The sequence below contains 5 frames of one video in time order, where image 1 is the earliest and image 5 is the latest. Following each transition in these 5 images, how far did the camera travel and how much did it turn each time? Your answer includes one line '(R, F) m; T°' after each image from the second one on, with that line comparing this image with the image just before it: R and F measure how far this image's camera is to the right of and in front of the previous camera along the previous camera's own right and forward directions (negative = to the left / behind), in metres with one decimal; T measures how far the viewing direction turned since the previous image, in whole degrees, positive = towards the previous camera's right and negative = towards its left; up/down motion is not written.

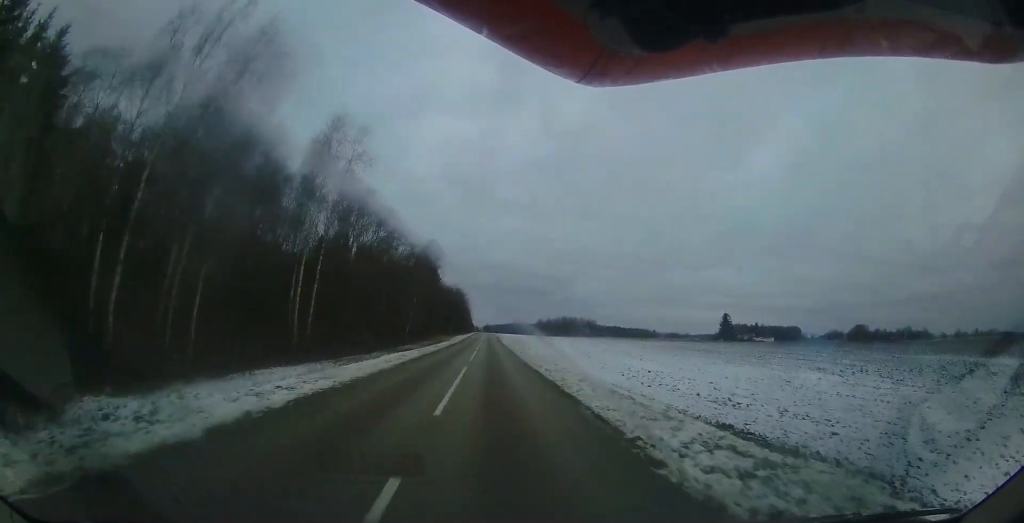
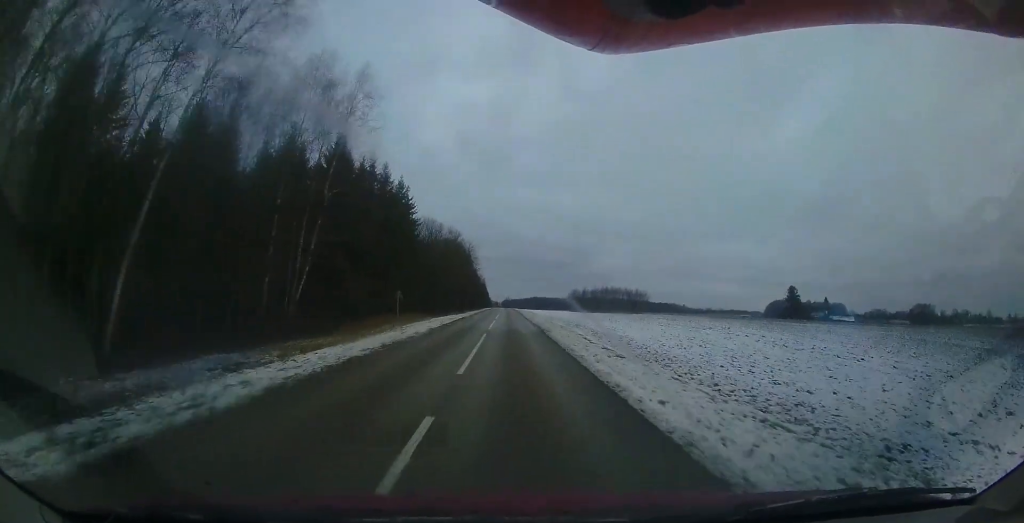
(0.0, +46.7) m; +1°
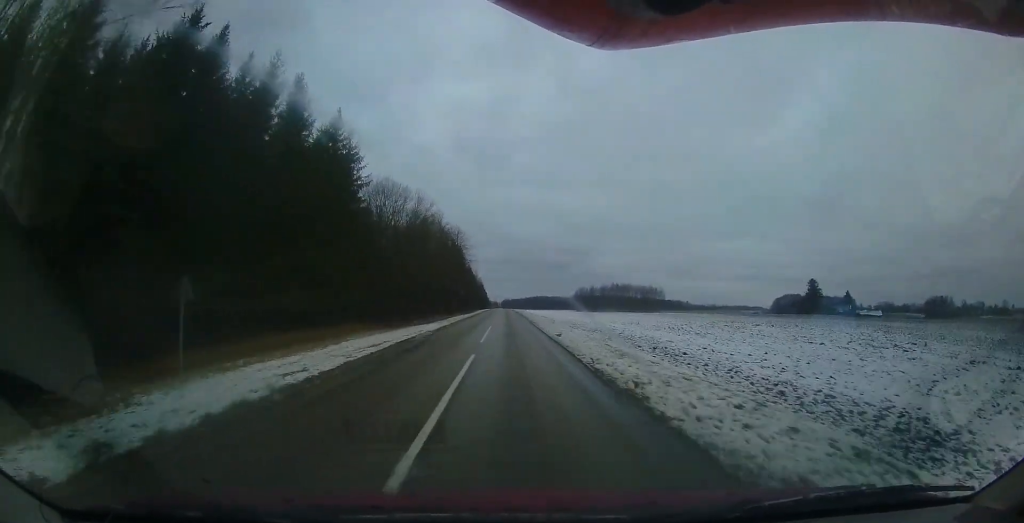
(0.0, +18.2) m; -1°
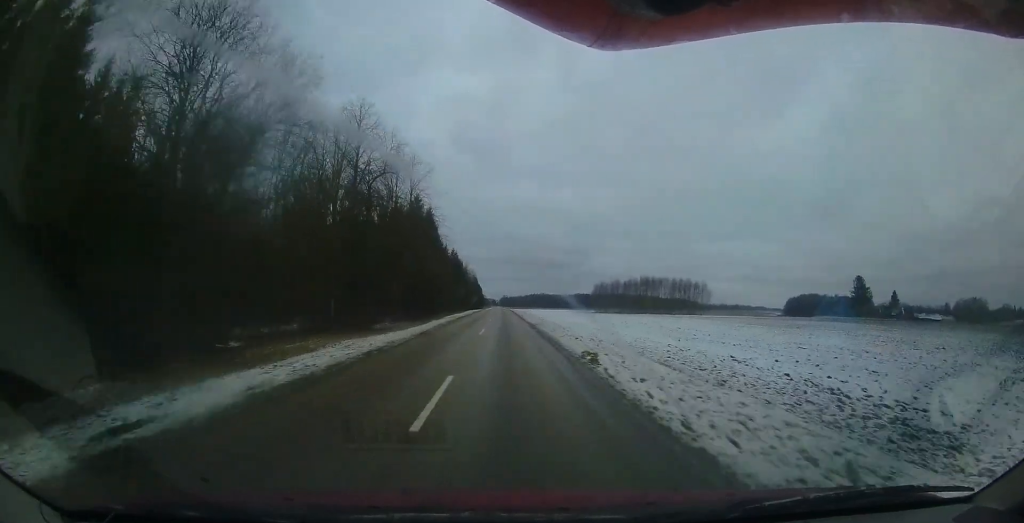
(-1.1, +34.8) m; -2°
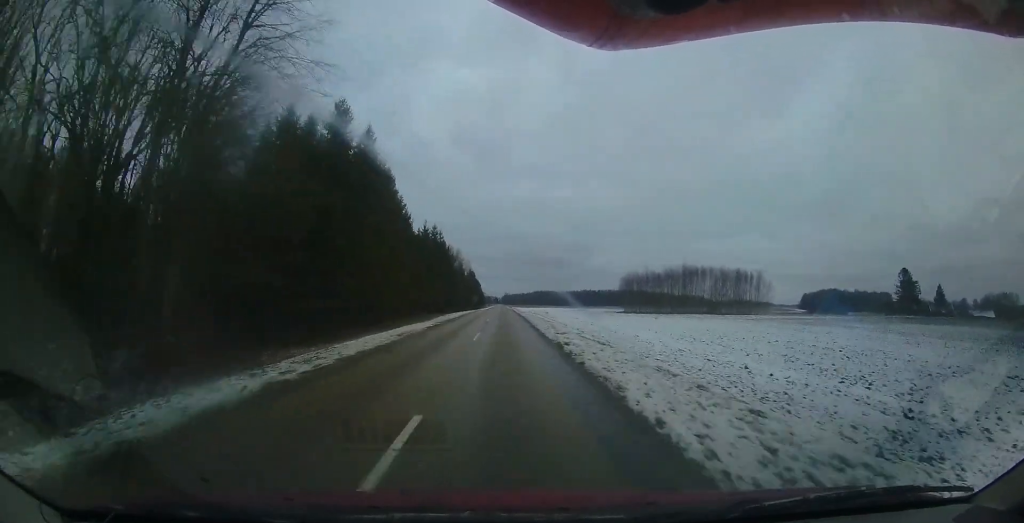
(+0.5, +26.5) m; +1°
